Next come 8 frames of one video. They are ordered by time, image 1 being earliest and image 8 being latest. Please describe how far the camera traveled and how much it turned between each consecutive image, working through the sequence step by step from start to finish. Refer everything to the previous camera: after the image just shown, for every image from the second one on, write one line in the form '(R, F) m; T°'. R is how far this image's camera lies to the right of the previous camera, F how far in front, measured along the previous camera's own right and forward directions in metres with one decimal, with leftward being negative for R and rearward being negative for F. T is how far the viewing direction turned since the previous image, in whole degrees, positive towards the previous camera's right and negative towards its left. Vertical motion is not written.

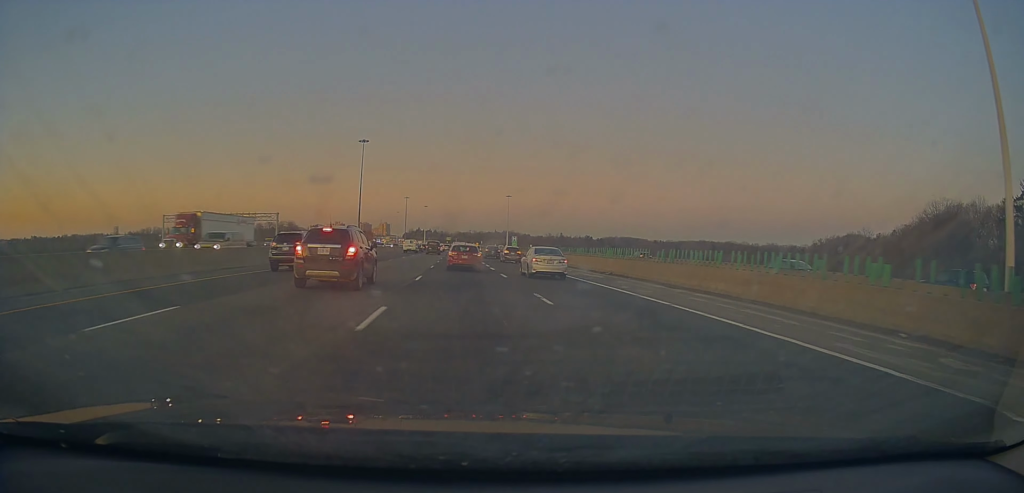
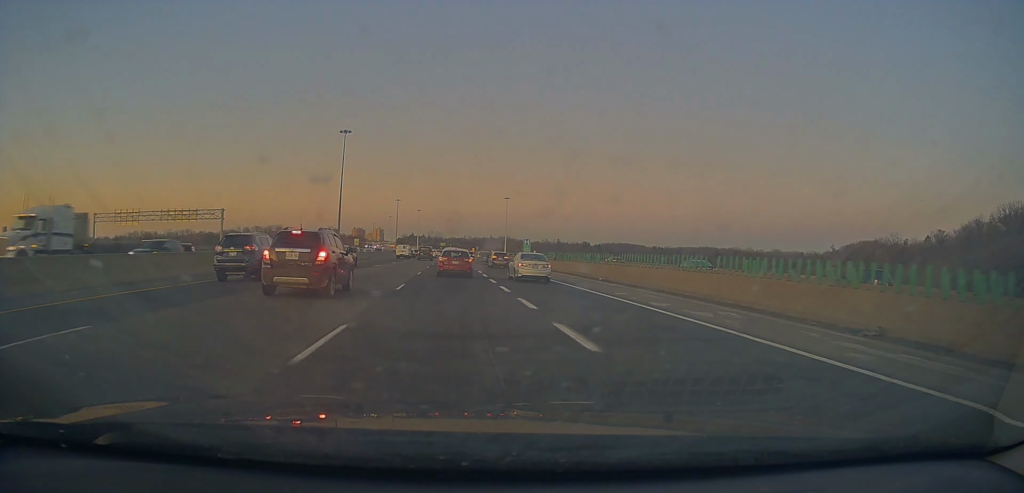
(-0.3, +26.4) m; -1°
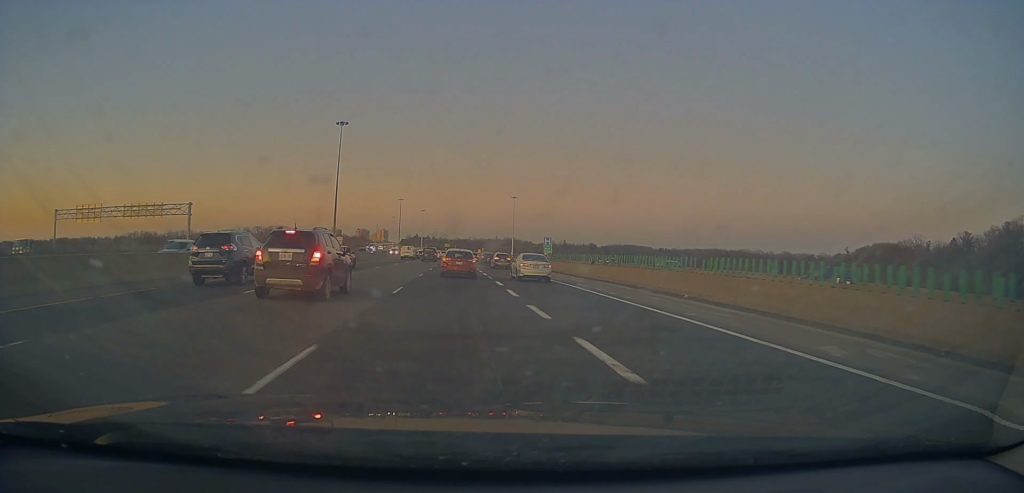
(-0.1, +14.1) m; 0°
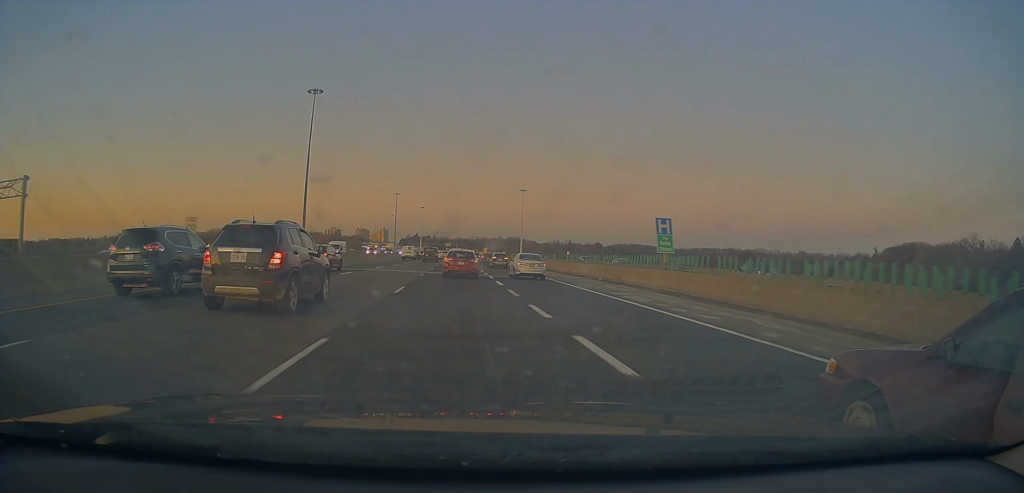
(+0.6, +35.6) m; +1°
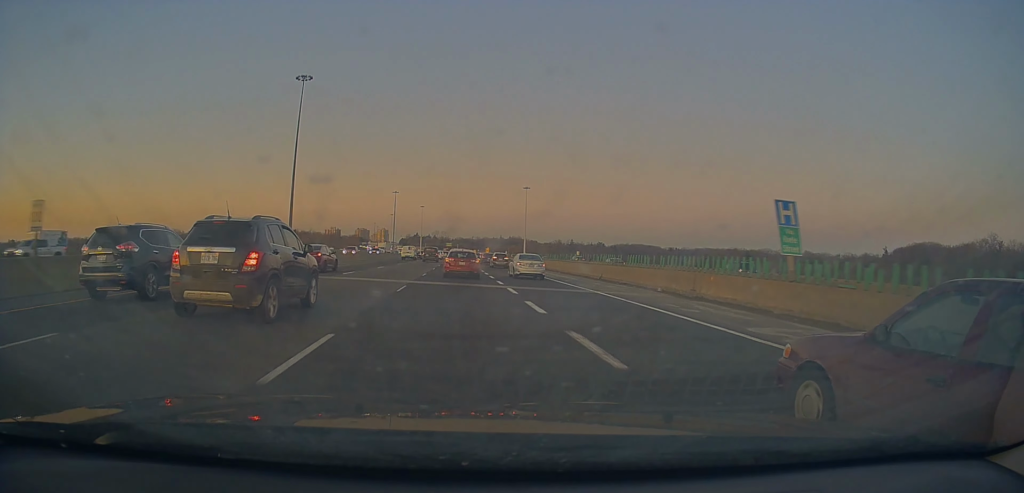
(+0.2, +11.3) m; 0°
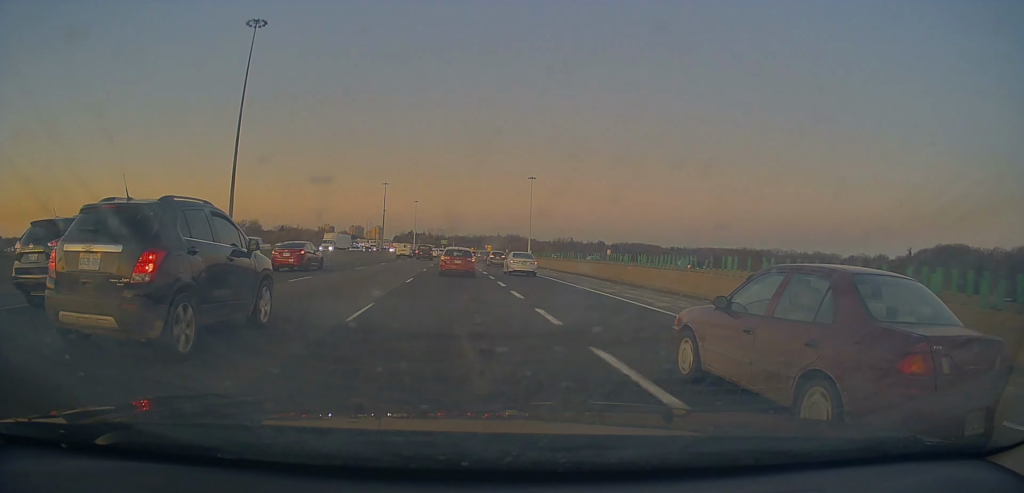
(-0.7, +31.9) m; -2°
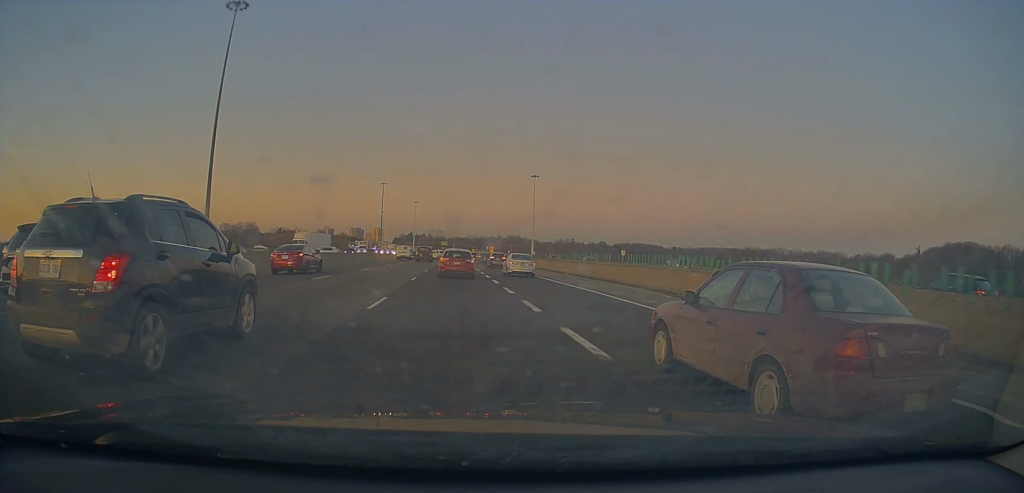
(-0.2, +9.4) m; 0°
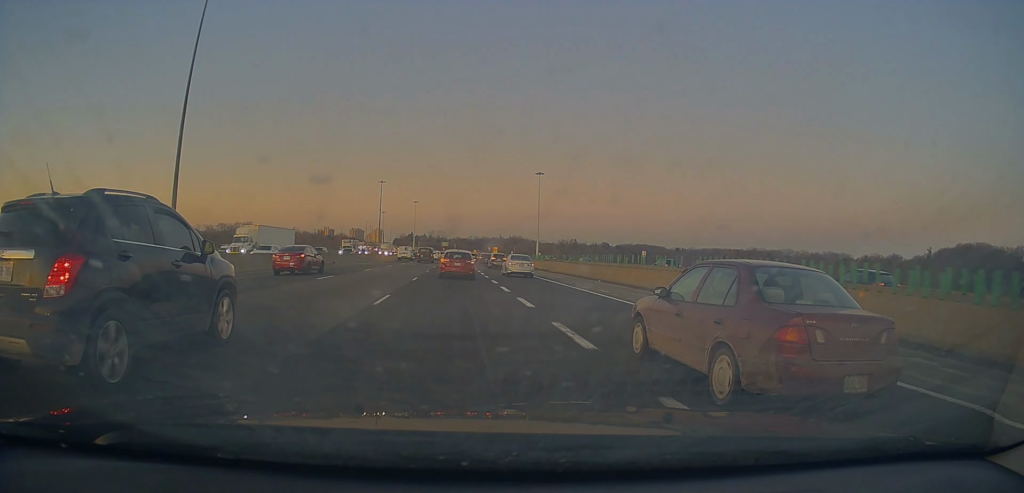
(+0.2, +11.2) m; +1°
